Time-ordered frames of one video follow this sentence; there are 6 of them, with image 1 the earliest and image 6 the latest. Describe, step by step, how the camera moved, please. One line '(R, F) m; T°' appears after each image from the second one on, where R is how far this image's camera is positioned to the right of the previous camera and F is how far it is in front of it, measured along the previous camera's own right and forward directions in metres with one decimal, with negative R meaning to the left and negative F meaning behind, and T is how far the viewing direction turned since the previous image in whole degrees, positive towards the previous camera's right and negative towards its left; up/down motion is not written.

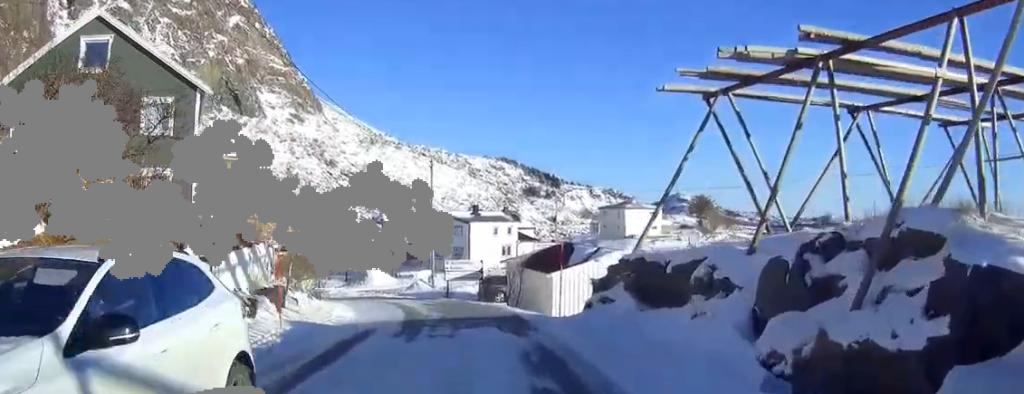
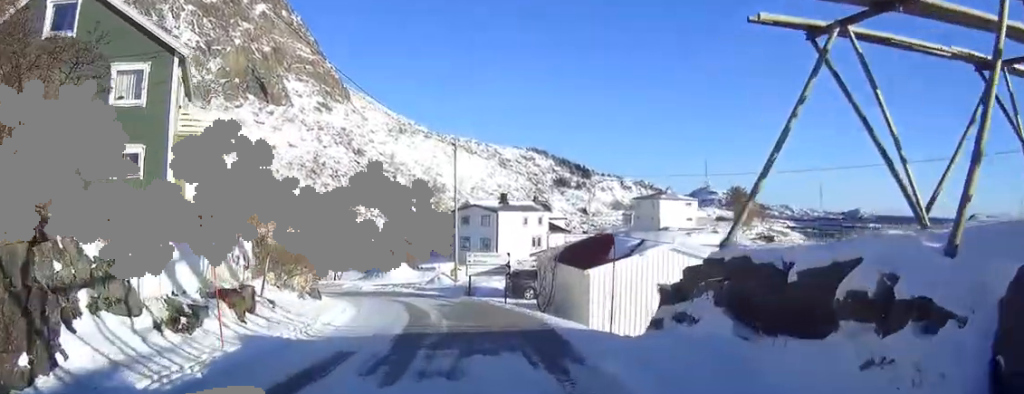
(+0.1, +4.5) m; -3°
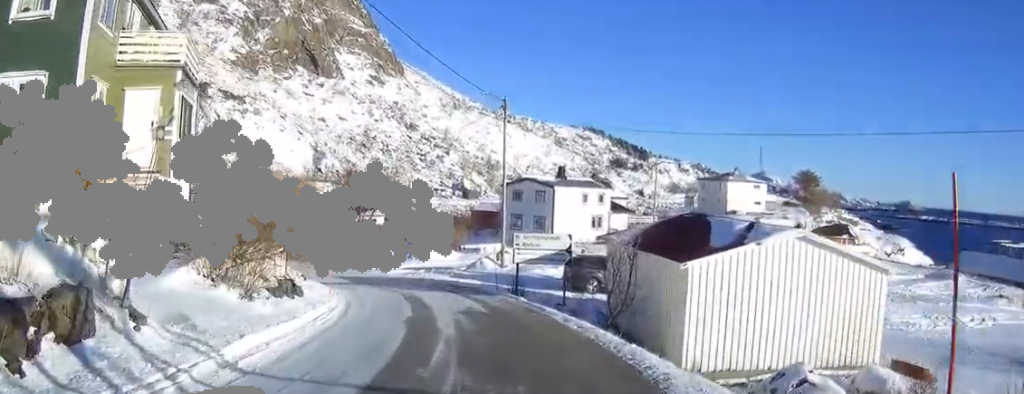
(-0.9, +8.0) m; -10°
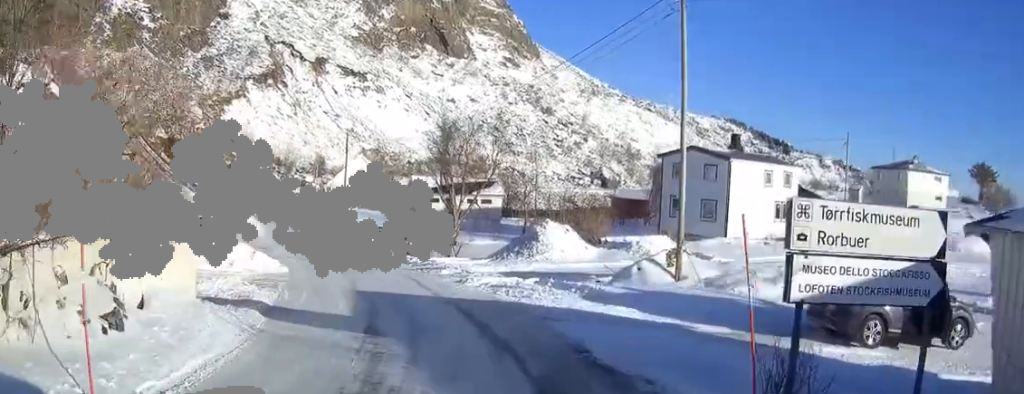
(-1.5, +17.3) m; -9°
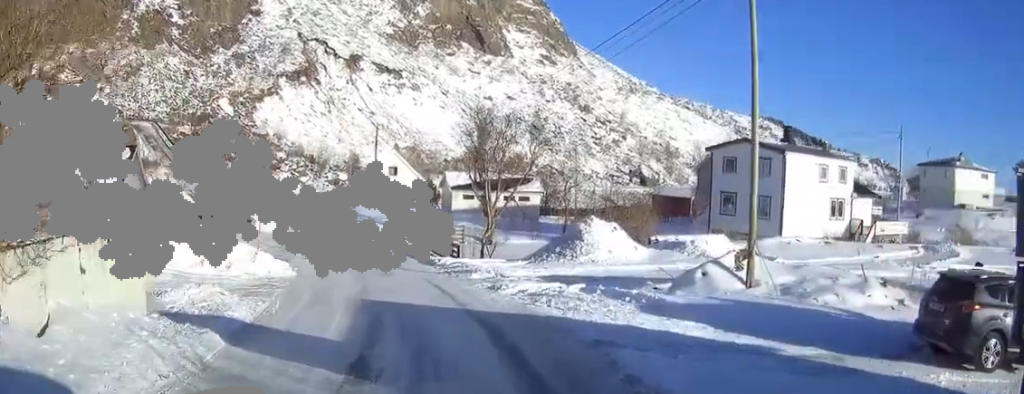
(-0.1, +3.5) m; -1°
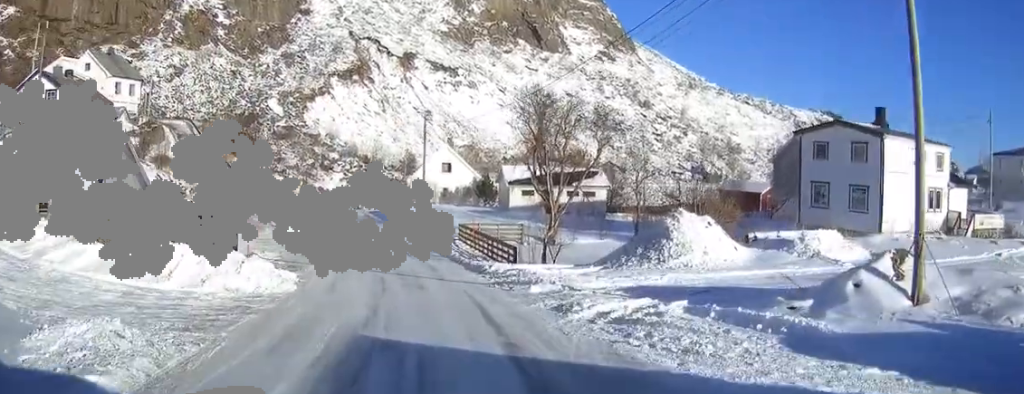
(-0.2, +5.7) m; -1°
